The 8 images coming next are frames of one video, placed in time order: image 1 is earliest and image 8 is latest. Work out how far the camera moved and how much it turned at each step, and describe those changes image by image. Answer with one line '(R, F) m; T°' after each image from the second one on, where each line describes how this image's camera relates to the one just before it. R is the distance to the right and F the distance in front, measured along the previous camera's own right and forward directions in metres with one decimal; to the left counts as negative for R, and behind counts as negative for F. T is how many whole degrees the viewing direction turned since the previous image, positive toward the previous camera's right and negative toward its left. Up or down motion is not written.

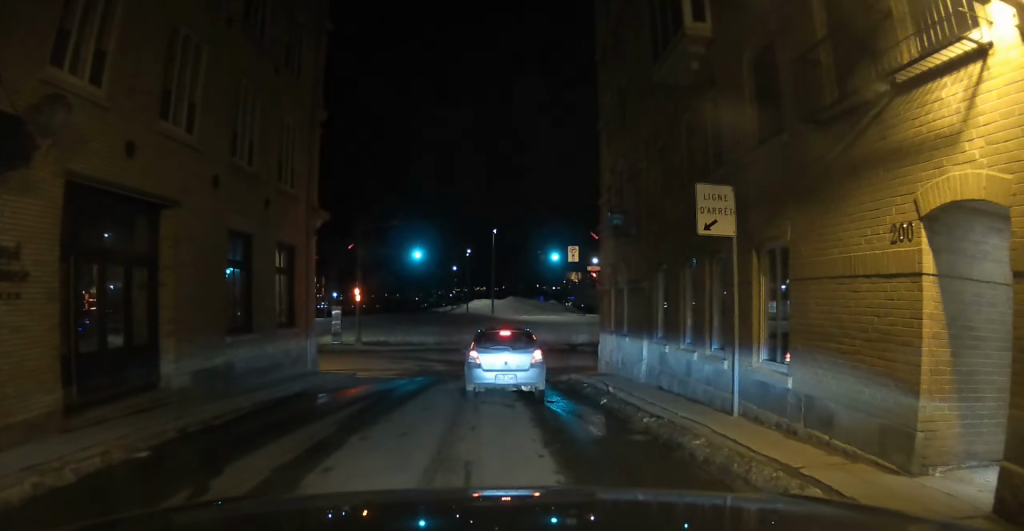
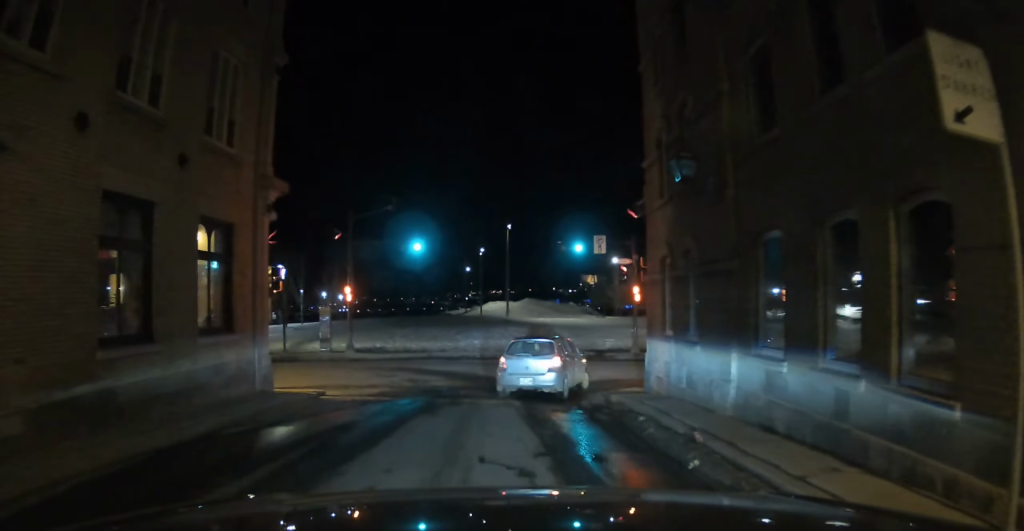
(+0.1, +4.0) m; +2°
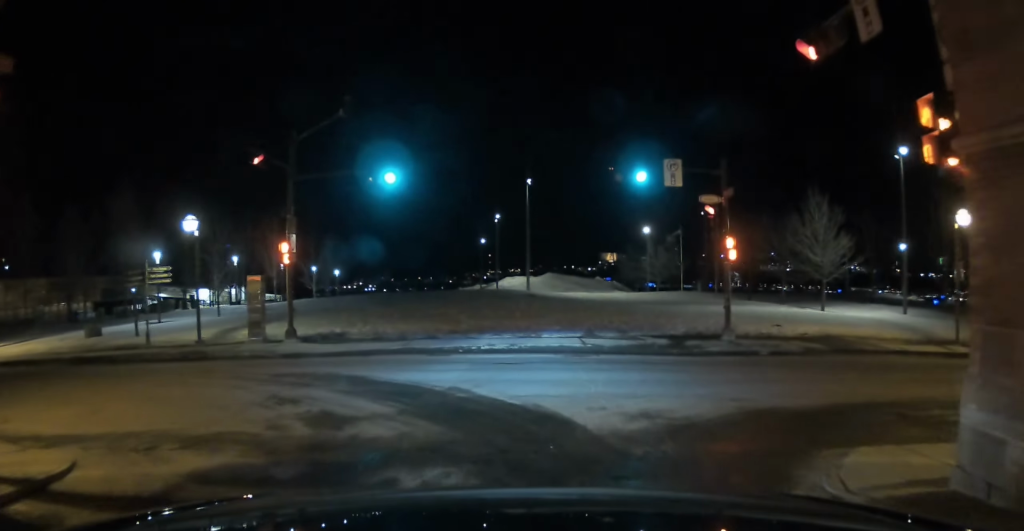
(-0.5, +9.0) m; +15°
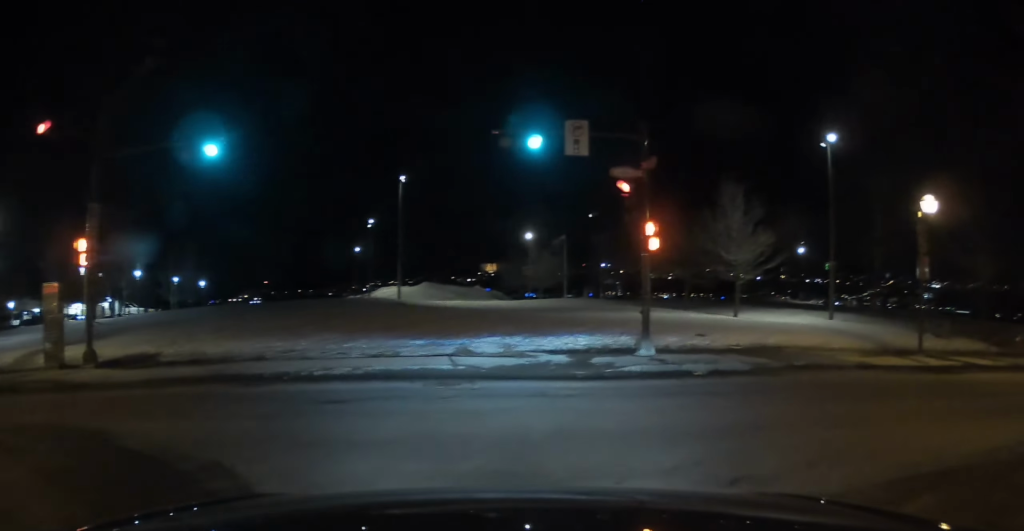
(+1.2, +5.9) m; +17°
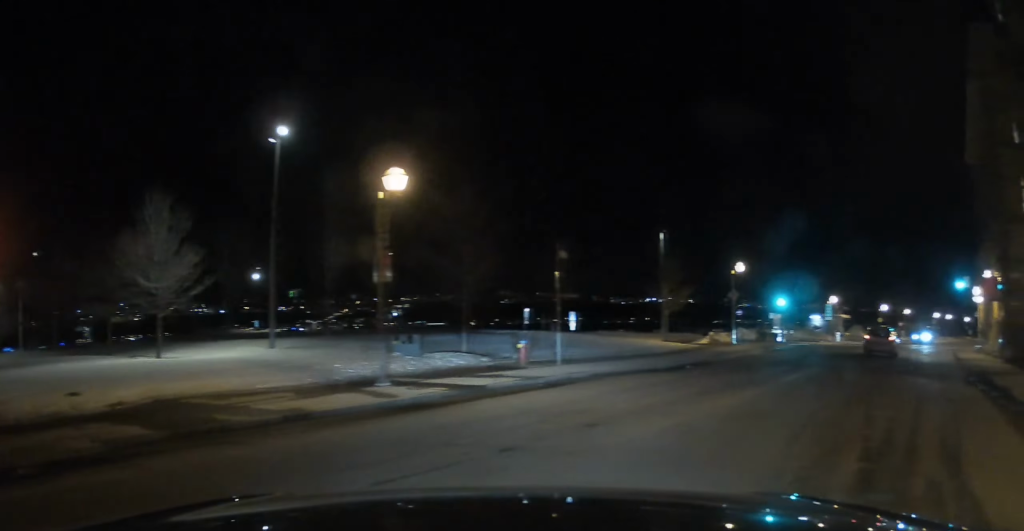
(-0.2, +9.3) m; +27°
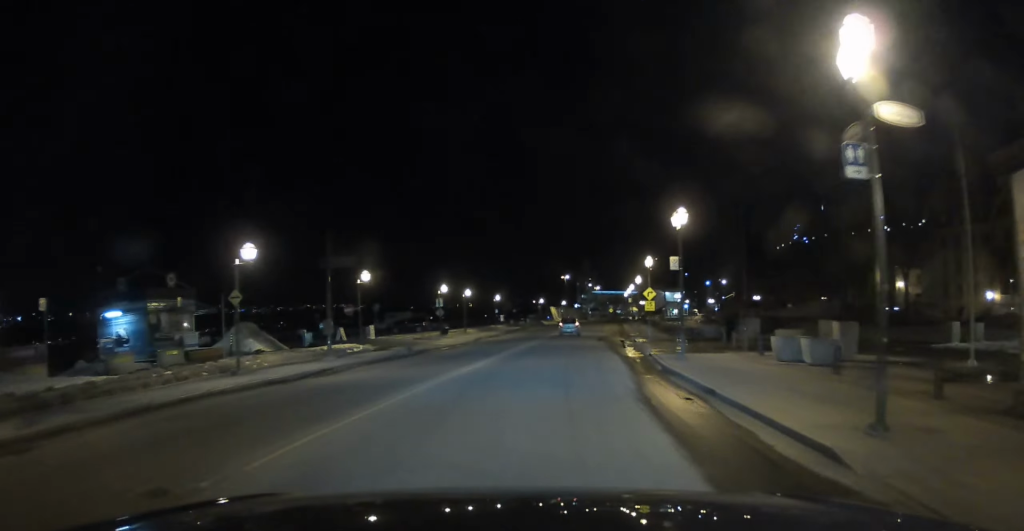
(+31.6, +62.5) m; +34°
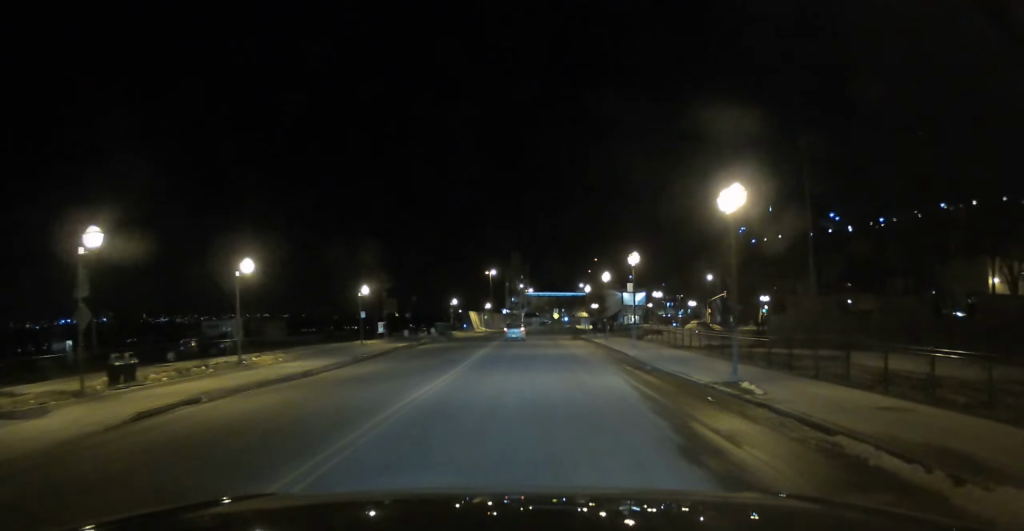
(+2.1, +40.9) m; +5°
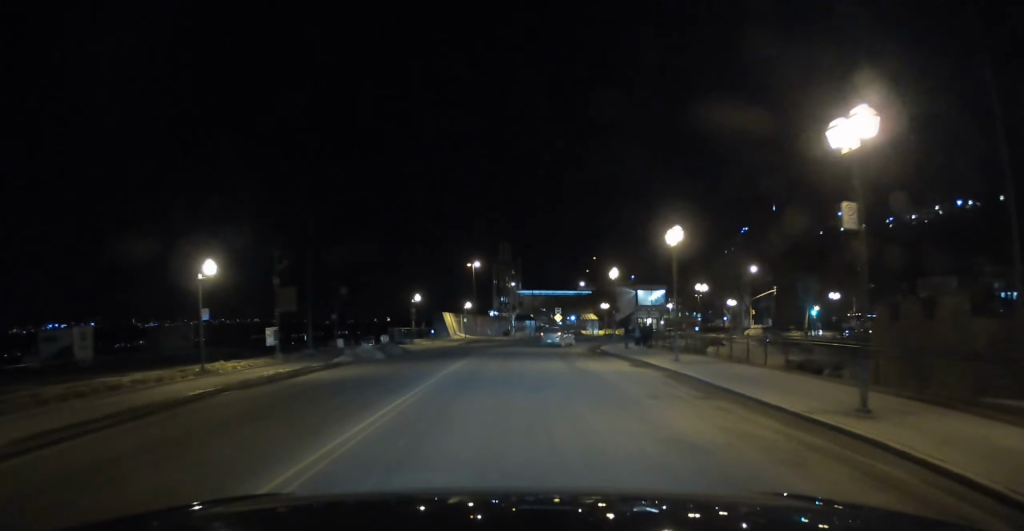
(+0.5, +24.2) m; +2°
